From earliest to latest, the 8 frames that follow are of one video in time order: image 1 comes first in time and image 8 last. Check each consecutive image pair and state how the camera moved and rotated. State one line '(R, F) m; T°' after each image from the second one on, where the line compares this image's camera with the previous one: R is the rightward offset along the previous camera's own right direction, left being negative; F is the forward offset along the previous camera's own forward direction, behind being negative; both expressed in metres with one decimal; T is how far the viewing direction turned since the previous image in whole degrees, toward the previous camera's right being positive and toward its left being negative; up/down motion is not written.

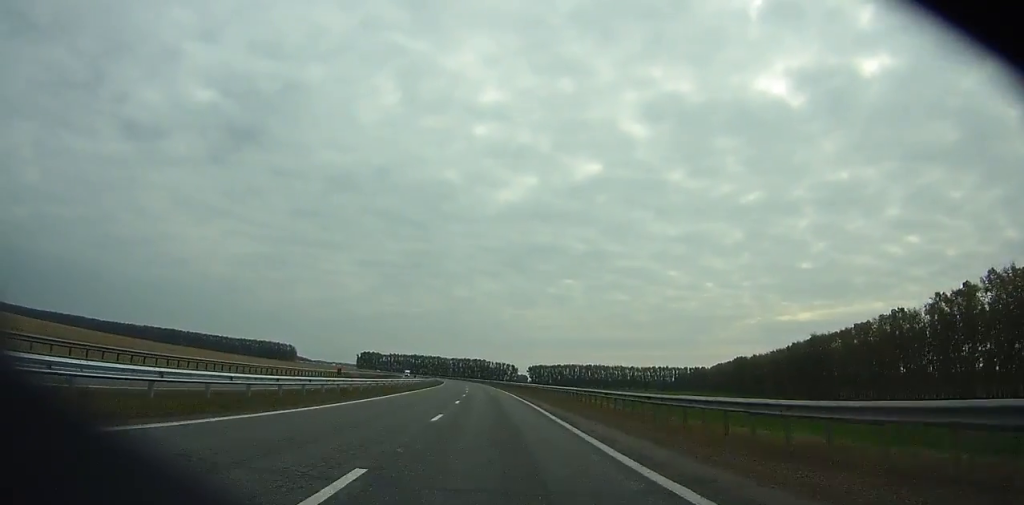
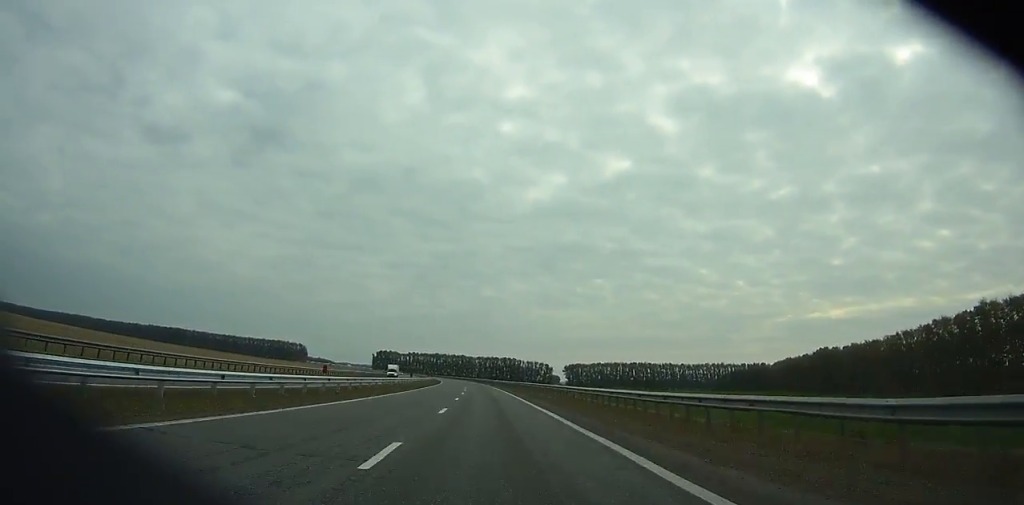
(-1.9, +80.8) m; -3°
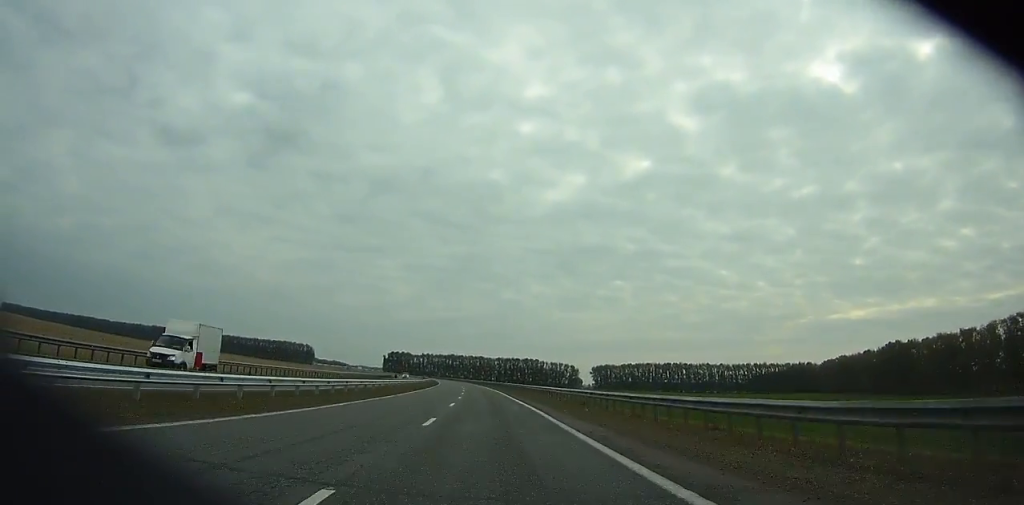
(-0.6, +51.8) m; -2°
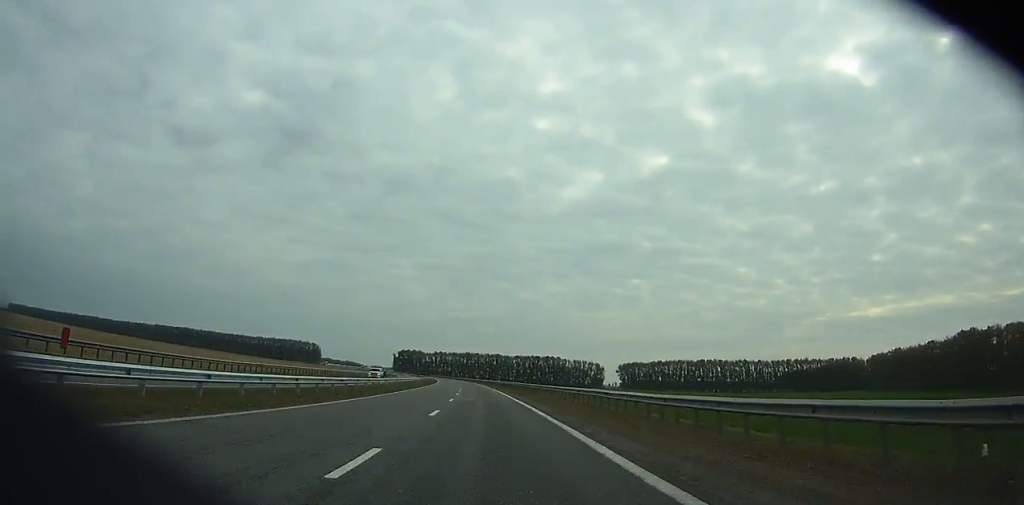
(-0.8, +44.3) m; -2°
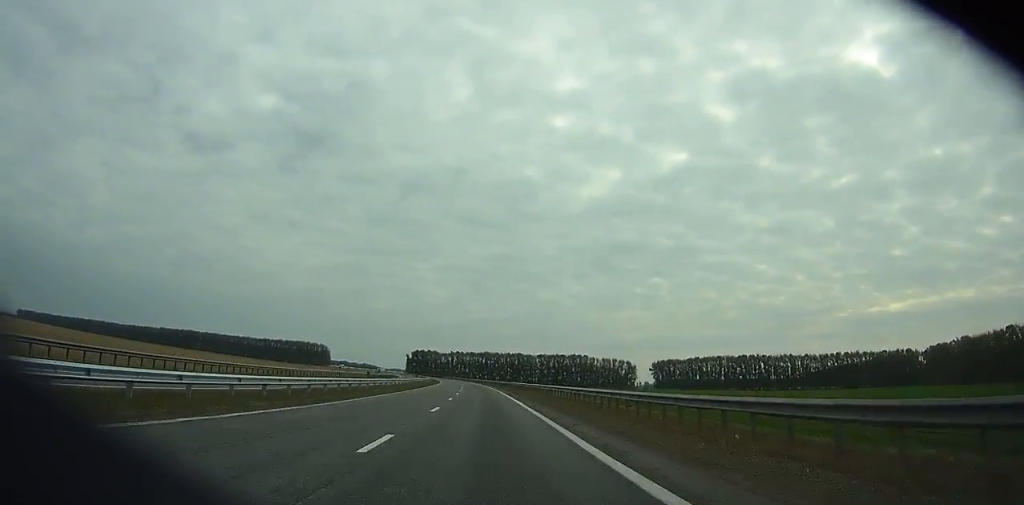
(-0.5, +44.5) m; -2°
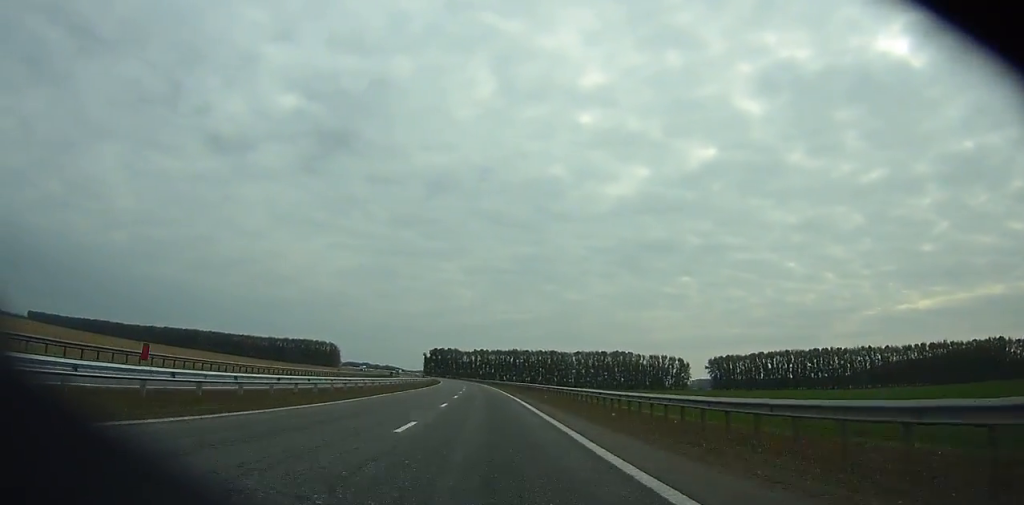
(-1.1, +67.4) m; -3°
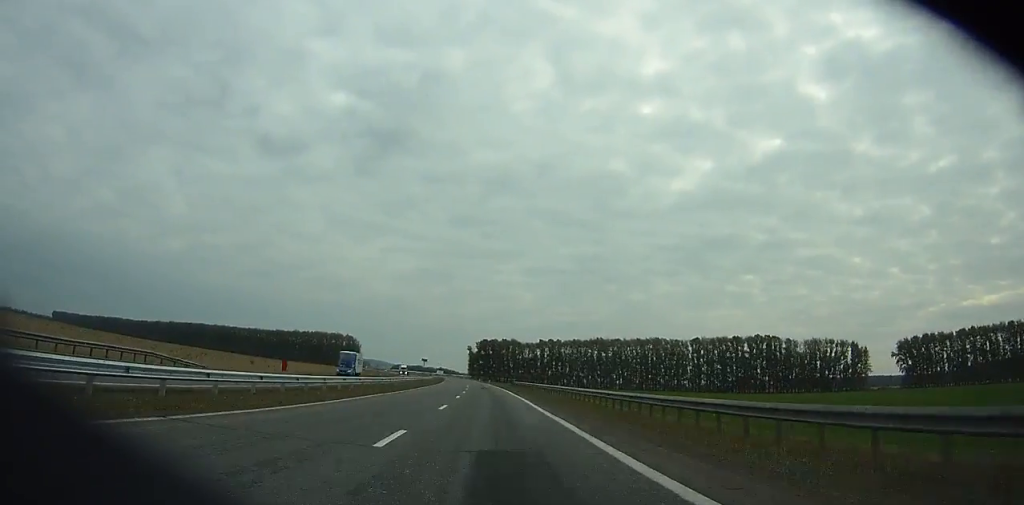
(-7.6, +143.0) m; -5°
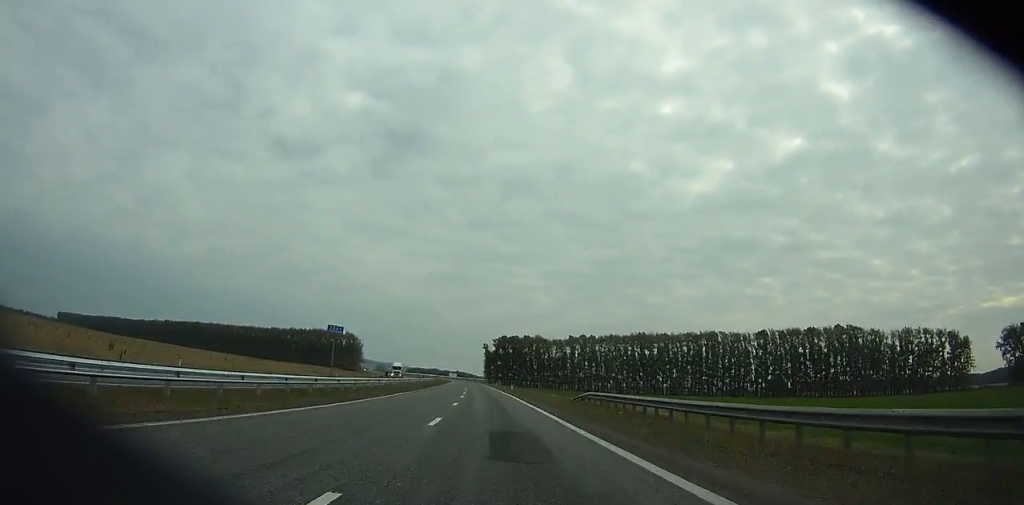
(-1.0, +52.6) m; -1°
